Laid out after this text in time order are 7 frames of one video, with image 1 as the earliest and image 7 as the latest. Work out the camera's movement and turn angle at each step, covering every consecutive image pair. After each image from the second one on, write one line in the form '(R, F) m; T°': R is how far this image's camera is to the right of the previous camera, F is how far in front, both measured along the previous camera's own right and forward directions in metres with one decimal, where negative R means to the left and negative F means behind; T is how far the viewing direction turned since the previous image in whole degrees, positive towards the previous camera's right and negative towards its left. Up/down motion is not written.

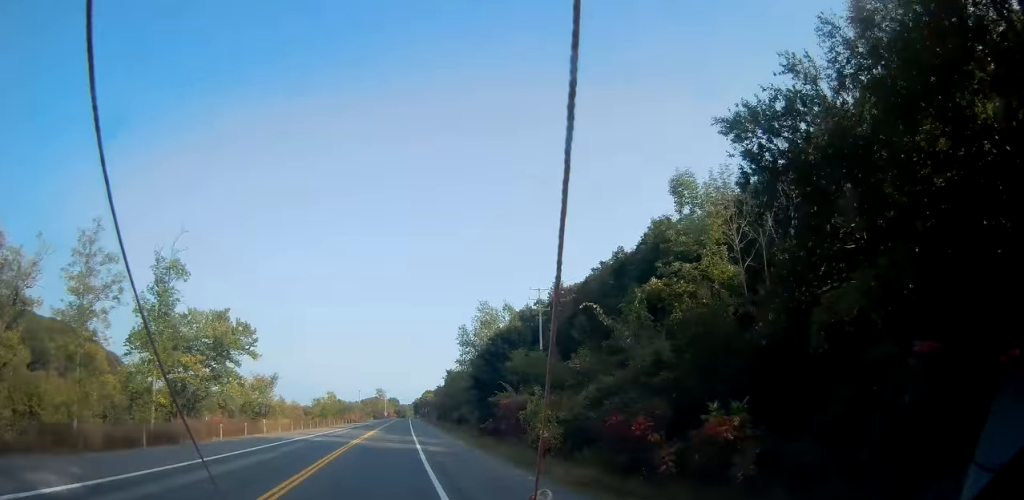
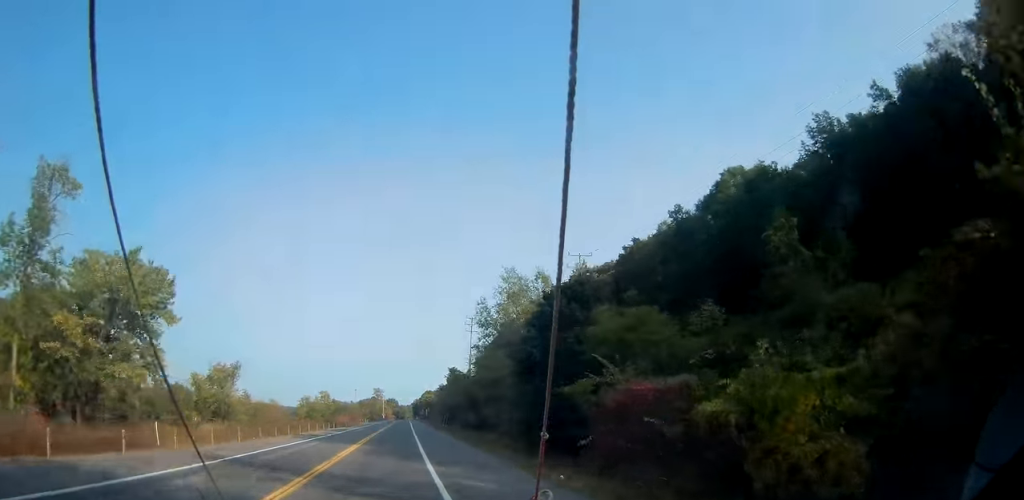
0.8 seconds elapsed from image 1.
(+0.2, +21.7) m; +1°
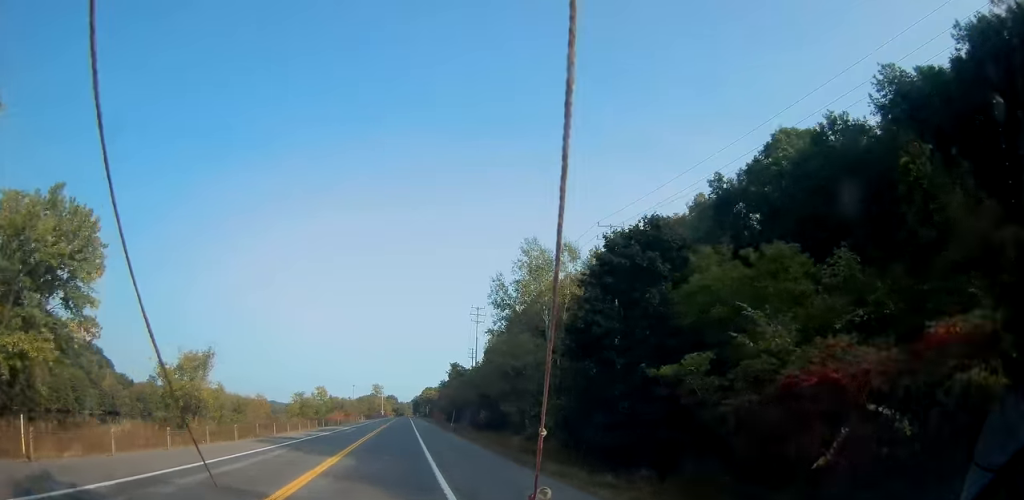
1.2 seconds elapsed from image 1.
(0.0, +10.8) m; 0°
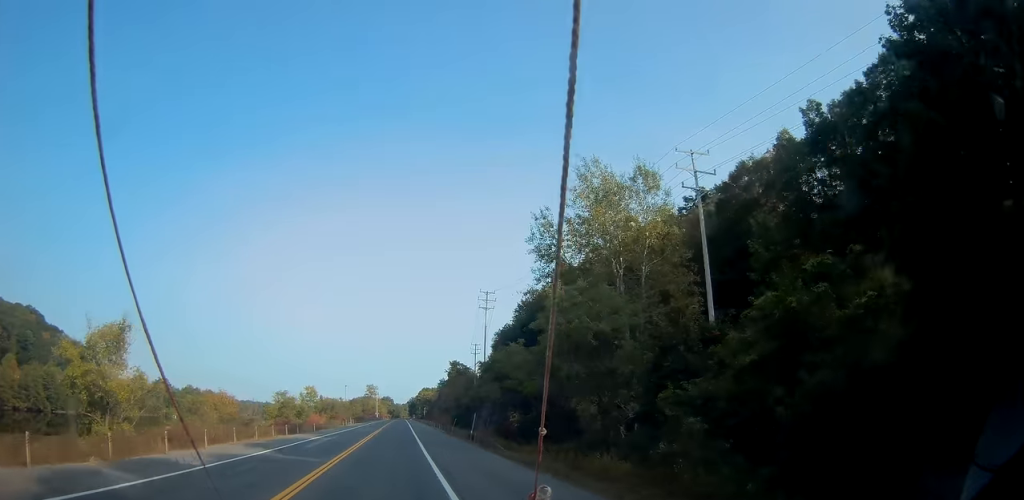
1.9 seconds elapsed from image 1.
(+0.1, +19.7) m; 0°
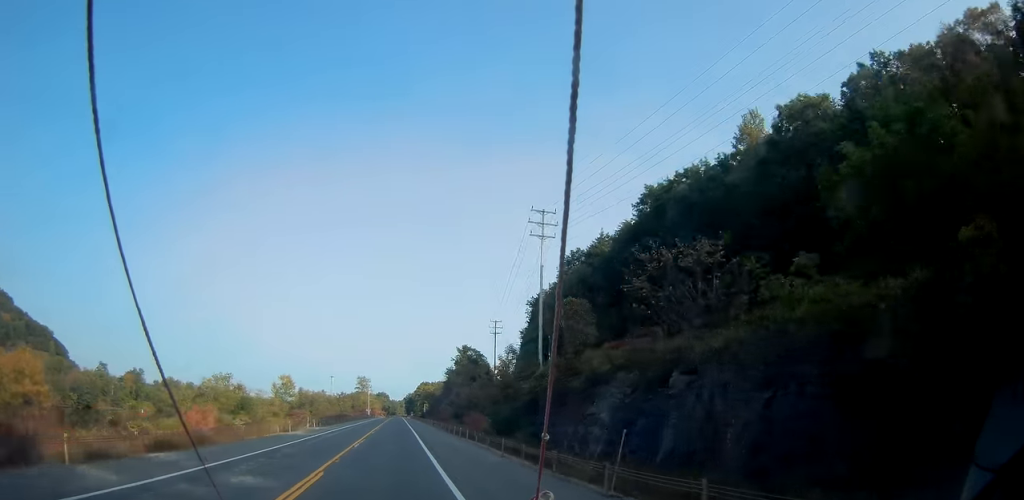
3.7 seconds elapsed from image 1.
(-0.4, +46.7) m; 0°
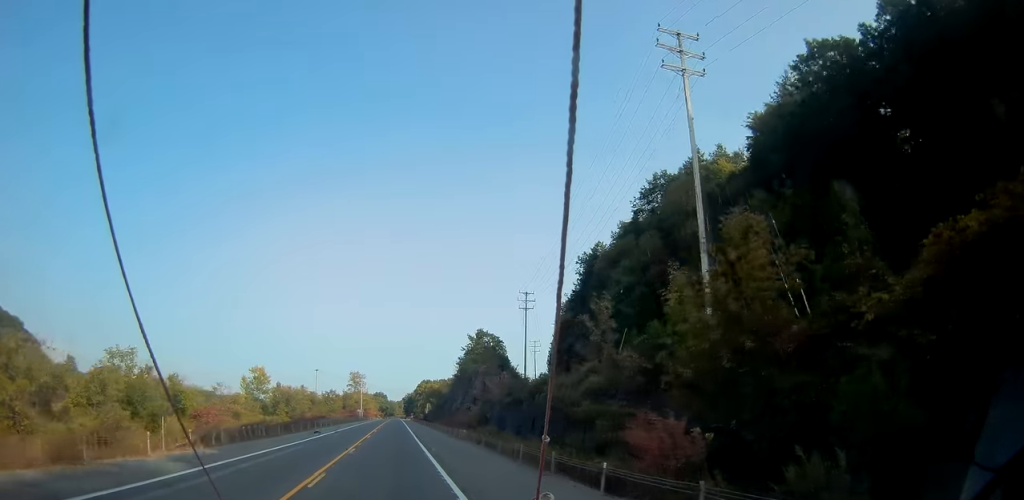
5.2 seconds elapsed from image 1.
(+0.7, +38.2) m; +2°
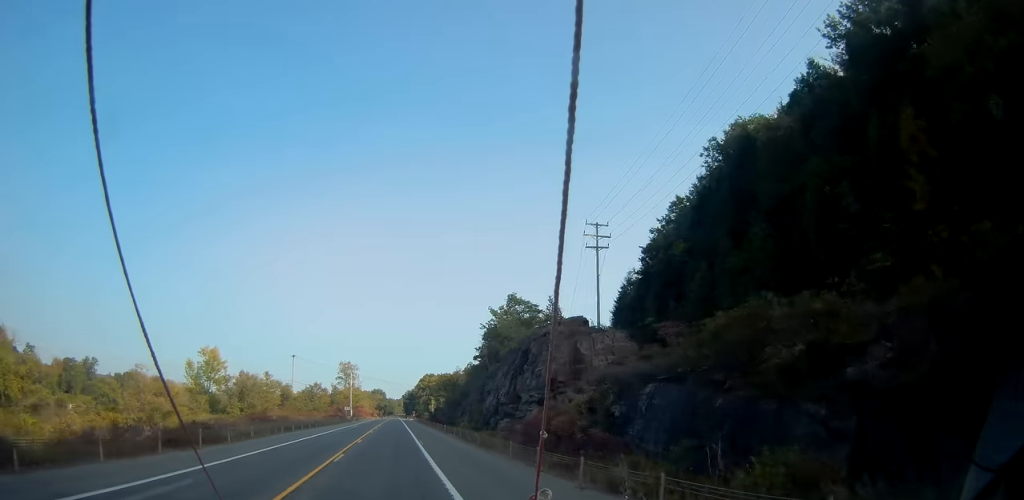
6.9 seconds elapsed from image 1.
(-0.1, +42.5) m; -1°
